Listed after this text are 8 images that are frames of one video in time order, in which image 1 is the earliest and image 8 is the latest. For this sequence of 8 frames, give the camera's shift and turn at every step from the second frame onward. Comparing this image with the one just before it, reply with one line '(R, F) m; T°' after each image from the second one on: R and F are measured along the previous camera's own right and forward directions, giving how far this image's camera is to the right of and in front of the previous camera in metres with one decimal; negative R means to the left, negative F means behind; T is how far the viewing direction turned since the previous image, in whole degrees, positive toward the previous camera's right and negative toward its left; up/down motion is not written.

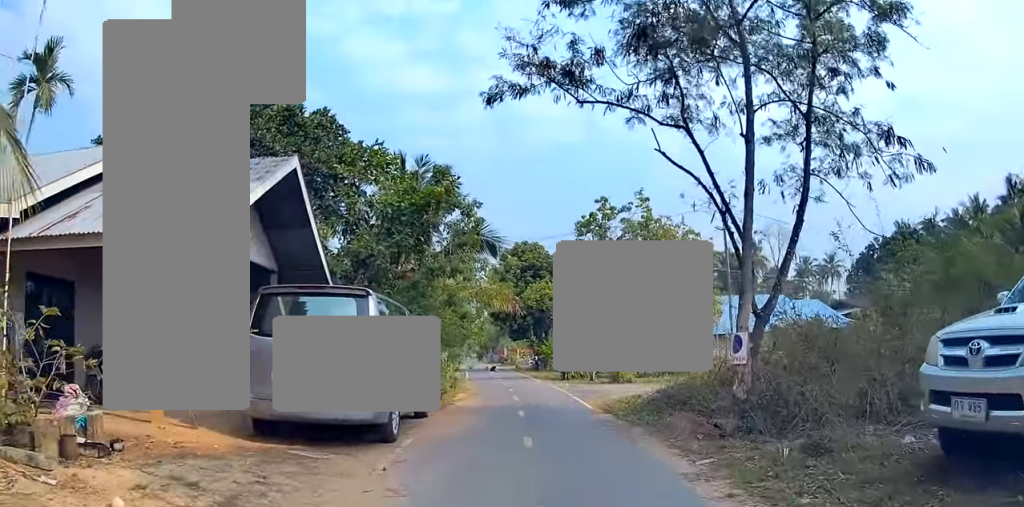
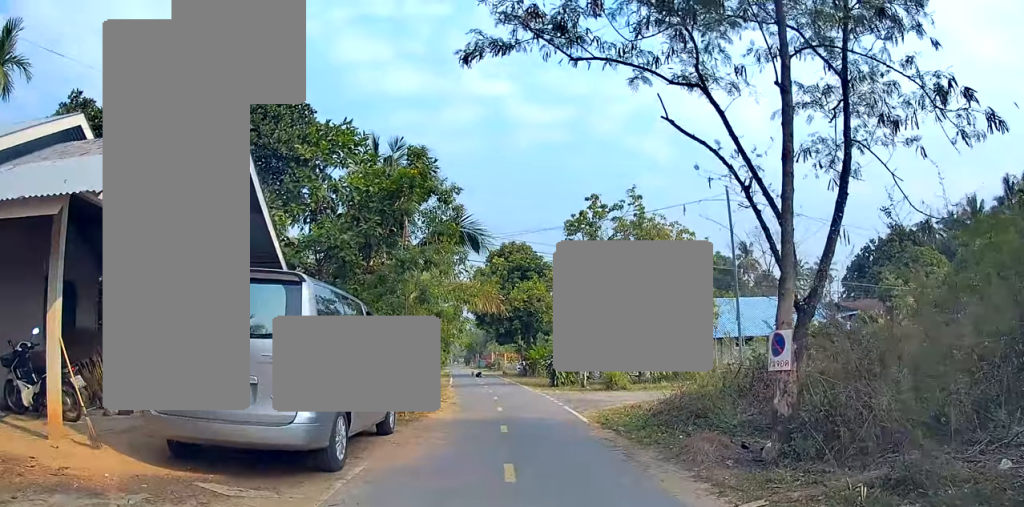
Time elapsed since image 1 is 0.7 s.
(+0.2, +2.1) m; 0°
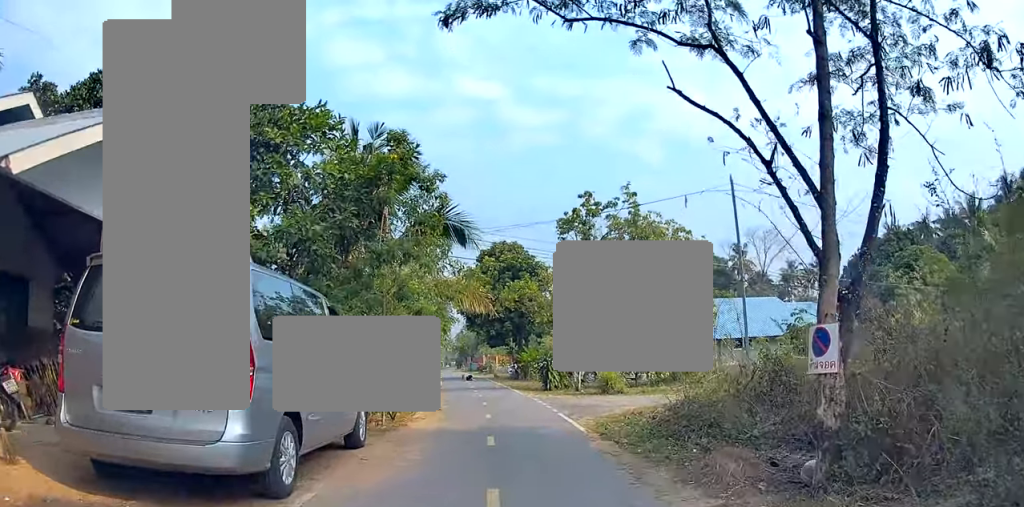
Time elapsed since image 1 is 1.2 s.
(-0.4, +1.4) m; -1°
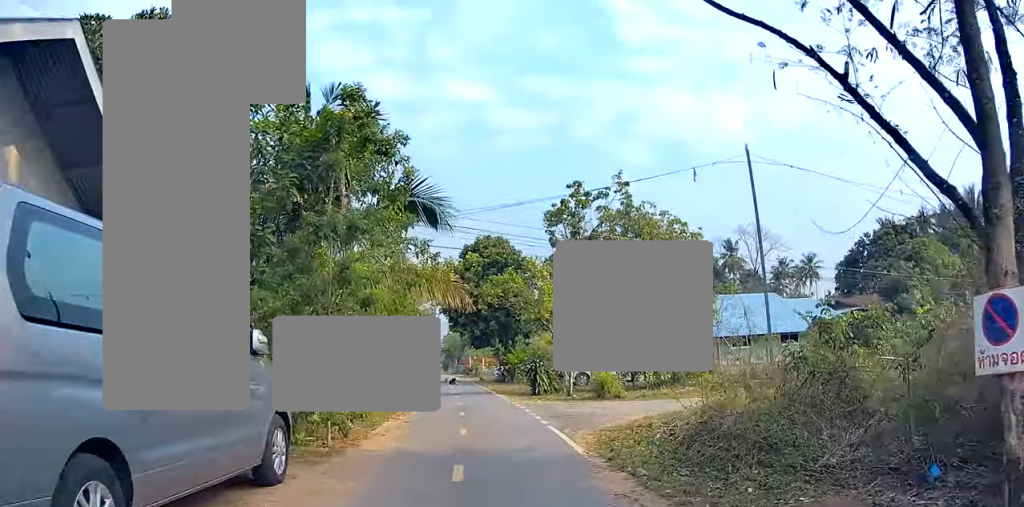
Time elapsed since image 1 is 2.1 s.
(+0.2, +2.6) m; 0°
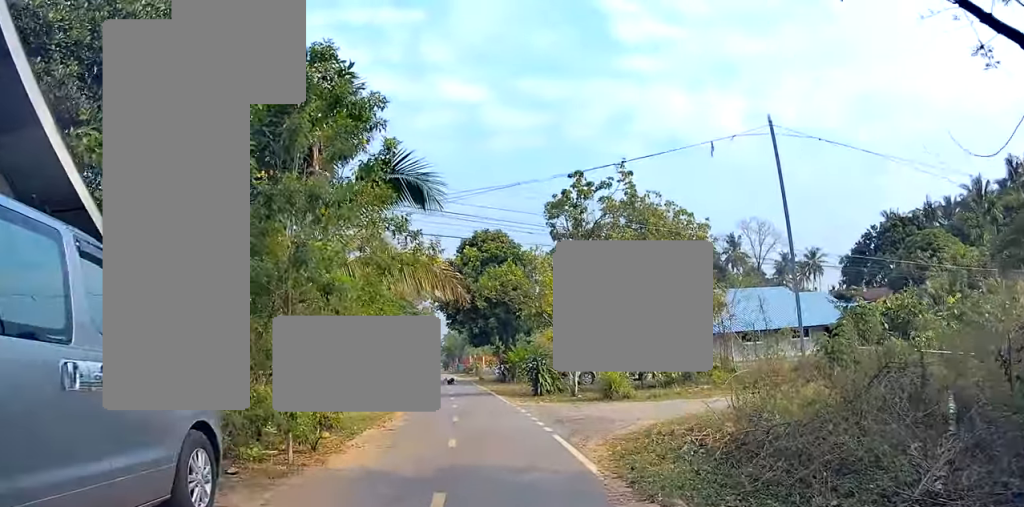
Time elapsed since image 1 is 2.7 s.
(+0.1, +1.6) m; +1°
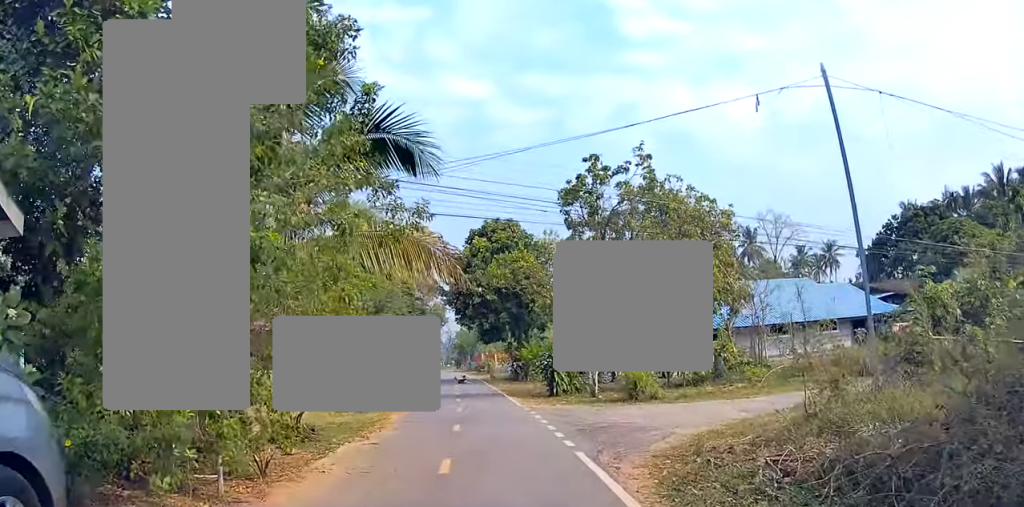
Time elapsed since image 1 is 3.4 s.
(-0.5, +2.1) m; +1°
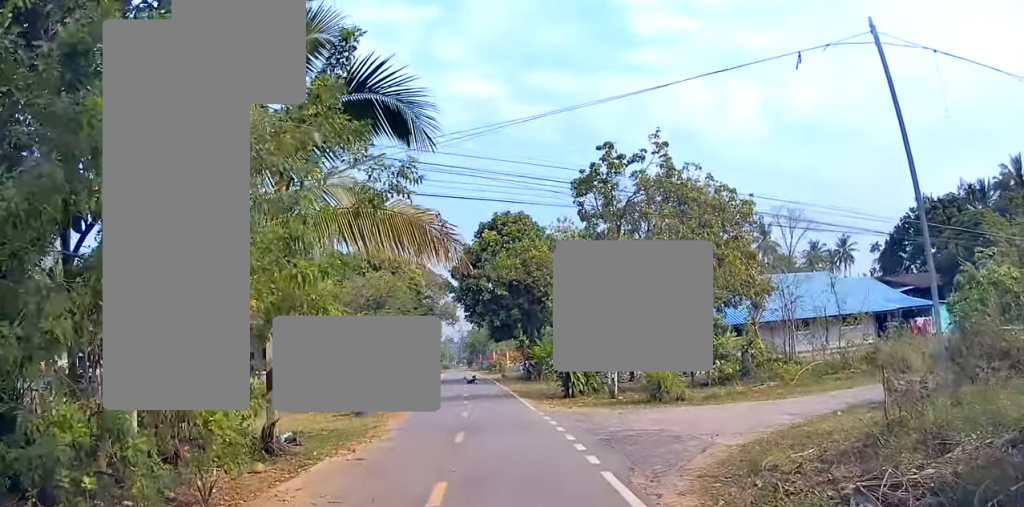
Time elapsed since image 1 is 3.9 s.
(+0.2, +1.6) m; 0°
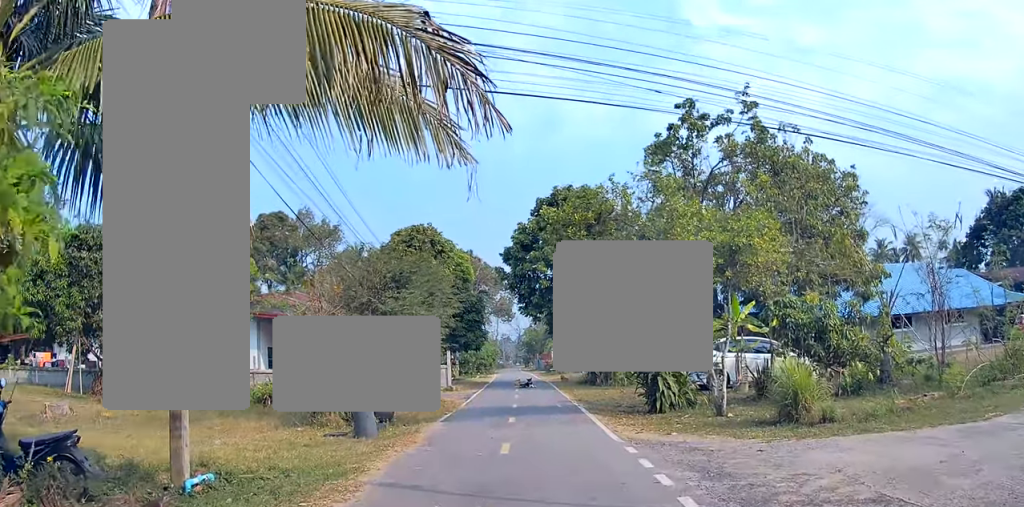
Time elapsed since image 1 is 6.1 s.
(-0.8, +6.0) m; -20°
